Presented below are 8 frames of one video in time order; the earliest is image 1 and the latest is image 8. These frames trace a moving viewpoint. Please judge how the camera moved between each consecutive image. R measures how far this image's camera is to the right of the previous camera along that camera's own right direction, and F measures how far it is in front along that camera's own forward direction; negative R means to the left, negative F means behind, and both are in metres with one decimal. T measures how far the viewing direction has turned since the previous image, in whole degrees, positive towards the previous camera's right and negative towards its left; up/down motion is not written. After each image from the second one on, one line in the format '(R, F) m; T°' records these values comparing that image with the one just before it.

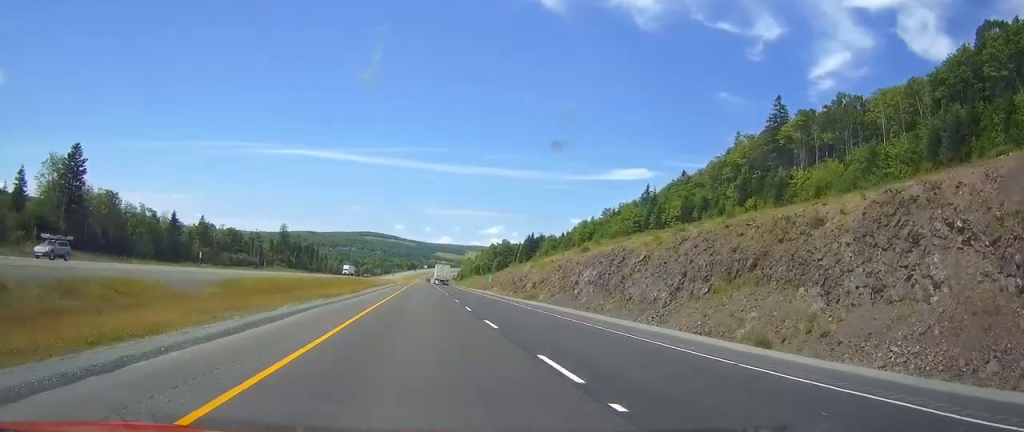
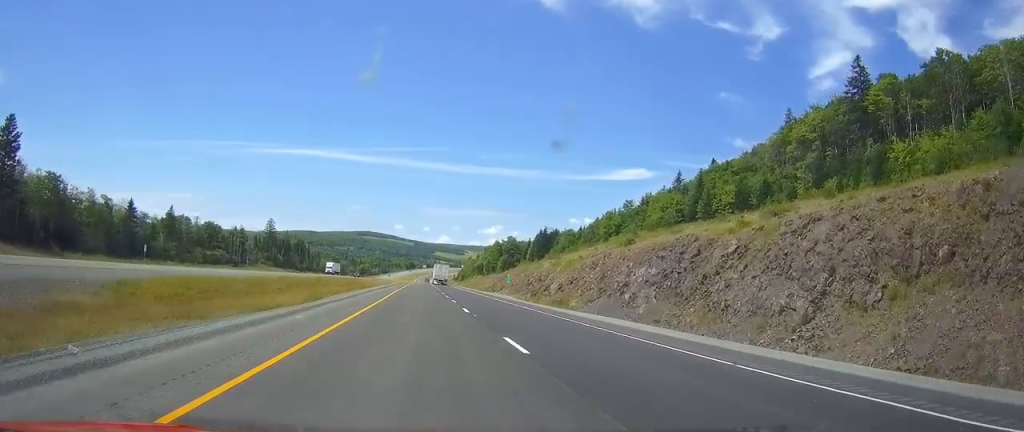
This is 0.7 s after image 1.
(0.0, +24.2) m; 0°
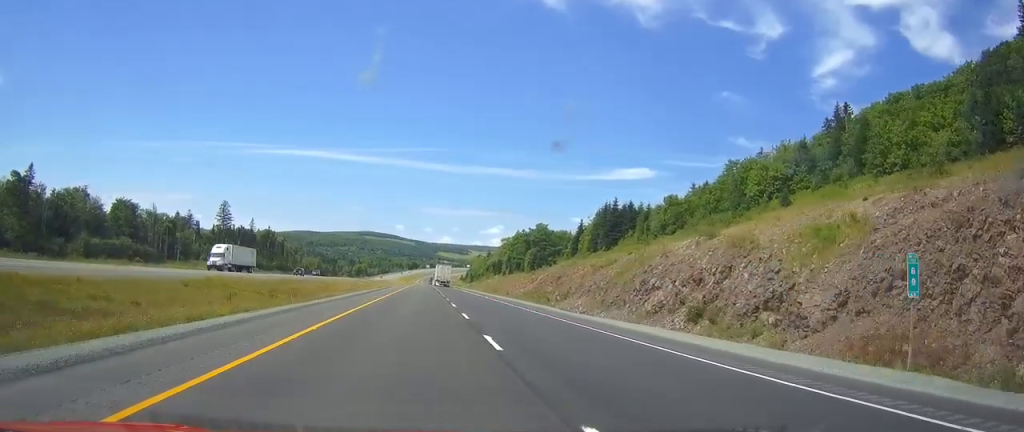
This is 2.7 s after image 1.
(0.0, +68.0) m; 0°
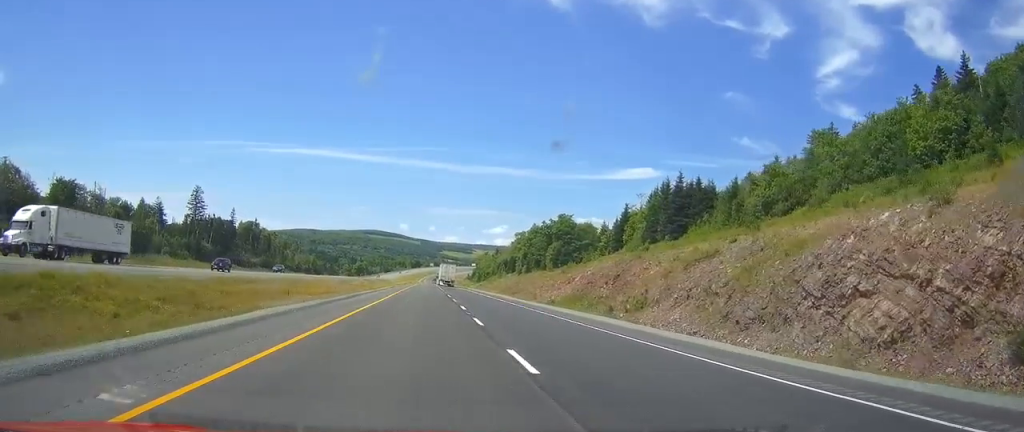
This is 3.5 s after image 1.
(0.0, +30.1) m; 0°
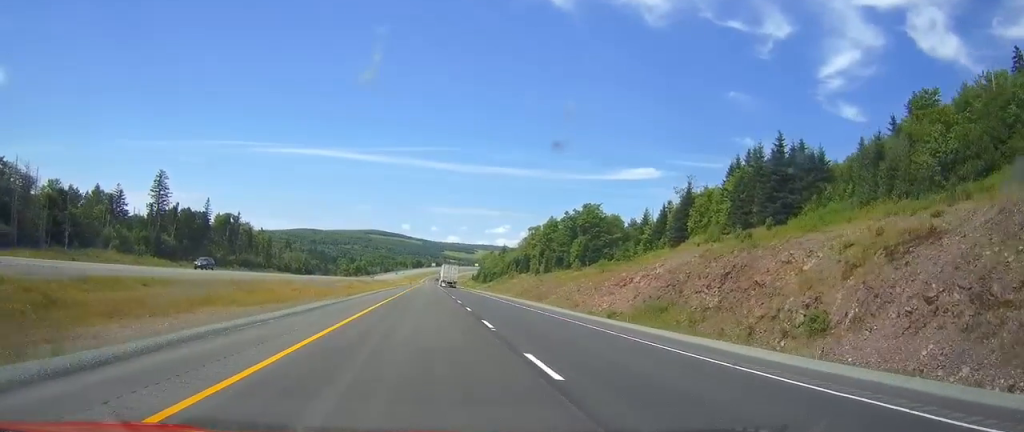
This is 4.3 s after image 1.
(-0.1, +27.8) m; 0°
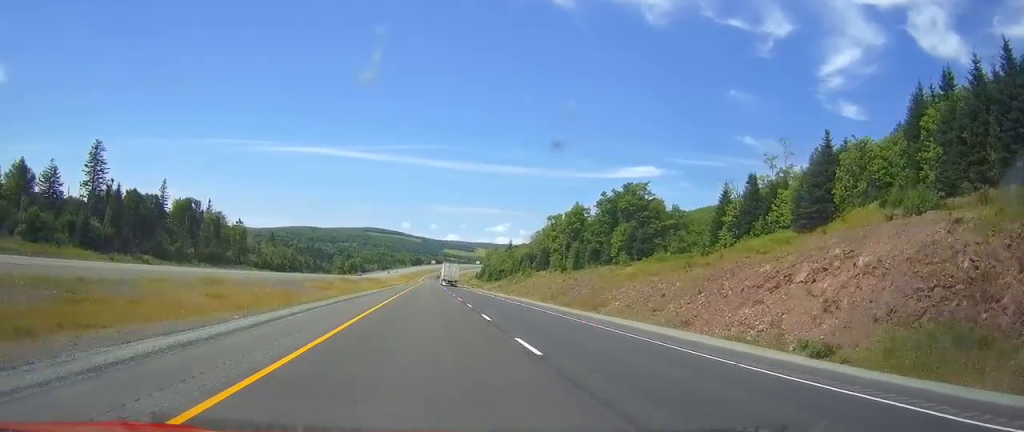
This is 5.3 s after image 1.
(0.0, +33.6) m; 0°
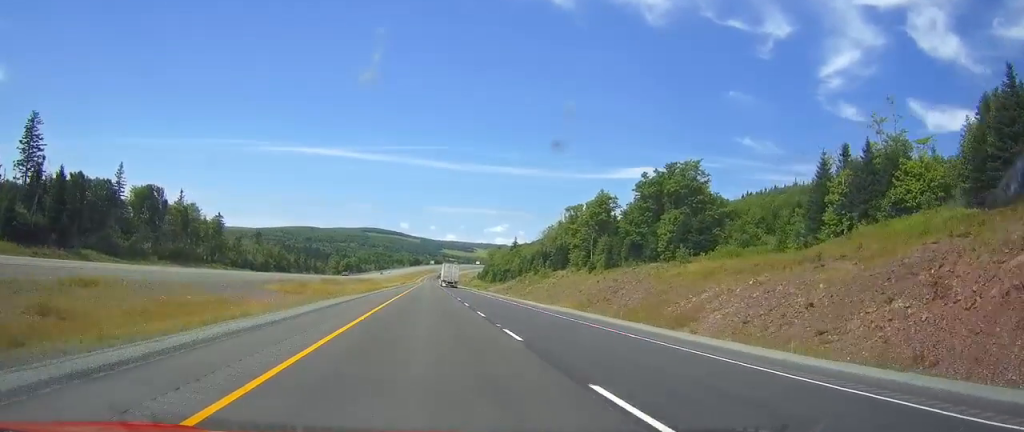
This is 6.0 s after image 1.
(0.0, +24.4) m; 0°
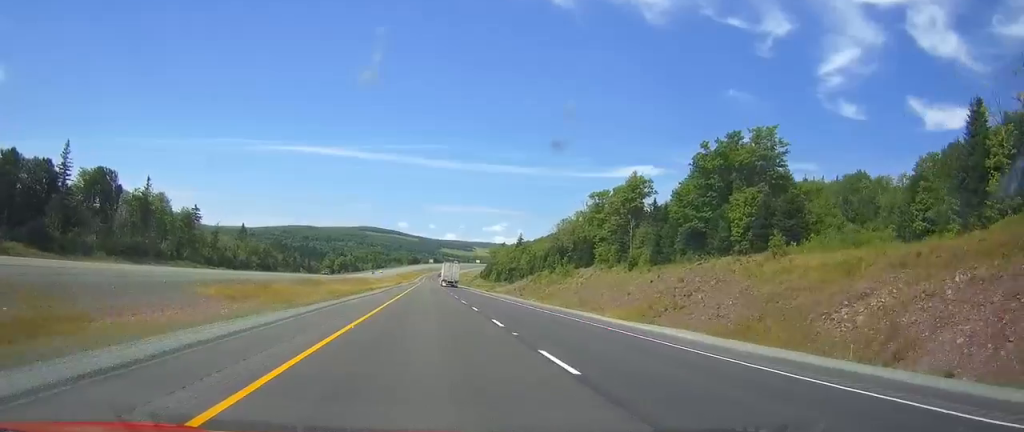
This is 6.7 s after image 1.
(0.0, +23.2) m; 0°
